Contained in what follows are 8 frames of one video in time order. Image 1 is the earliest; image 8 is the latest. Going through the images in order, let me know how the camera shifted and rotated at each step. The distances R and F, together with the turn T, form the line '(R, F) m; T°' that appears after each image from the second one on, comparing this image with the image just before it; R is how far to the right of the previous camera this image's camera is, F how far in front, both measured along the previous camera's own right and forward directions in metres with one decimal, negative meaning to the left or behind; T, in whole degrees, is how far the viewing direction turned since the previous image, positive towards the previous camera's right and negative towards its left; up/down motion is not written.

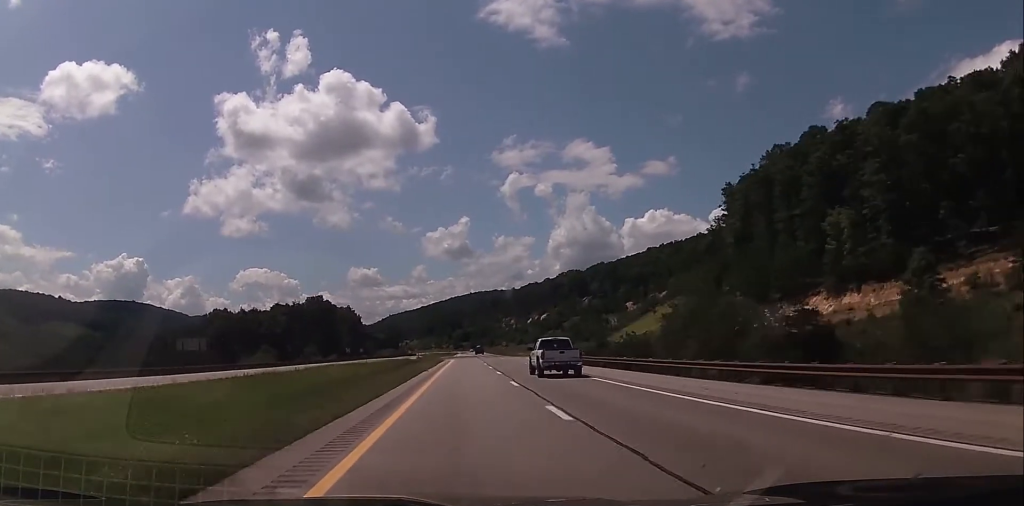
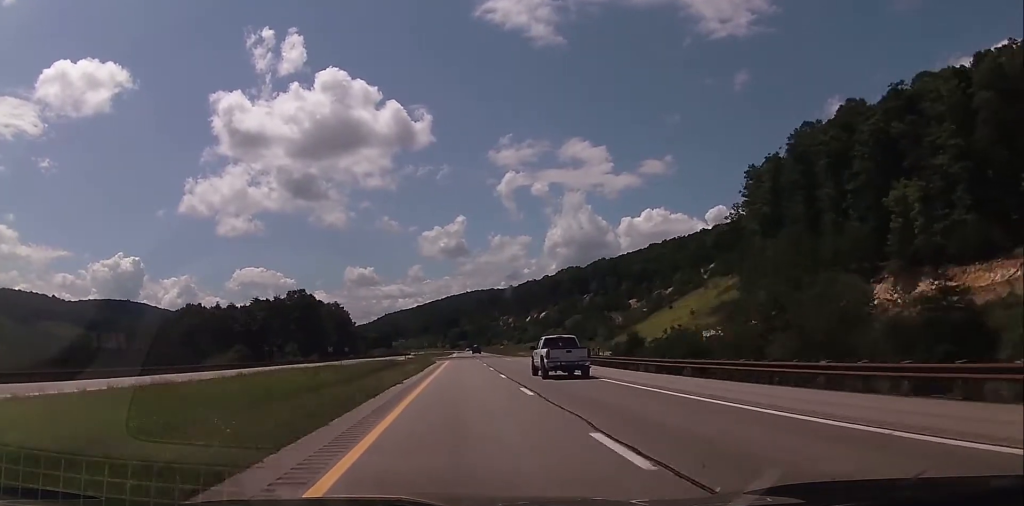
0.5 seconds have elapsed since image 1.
(-0.1, +17.9) m; 0°
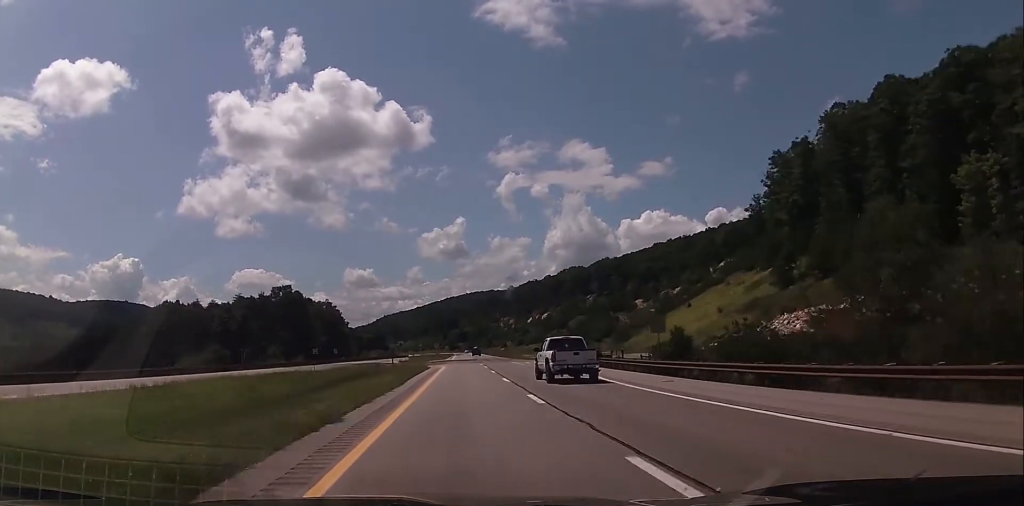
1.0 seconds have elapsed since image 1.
(0.0, +14.5) m; 0°
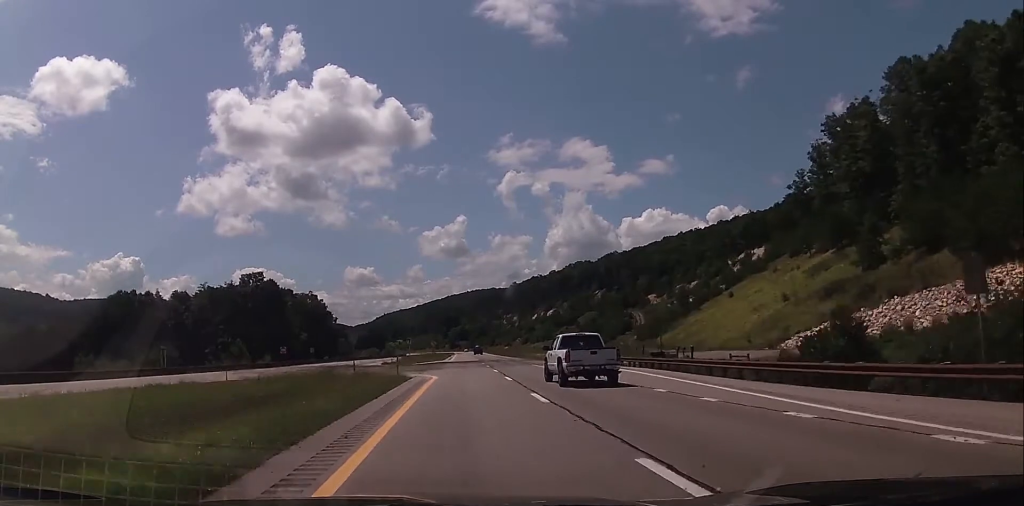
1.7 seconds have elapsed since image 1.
(+0.1, +24.5) m; 0°
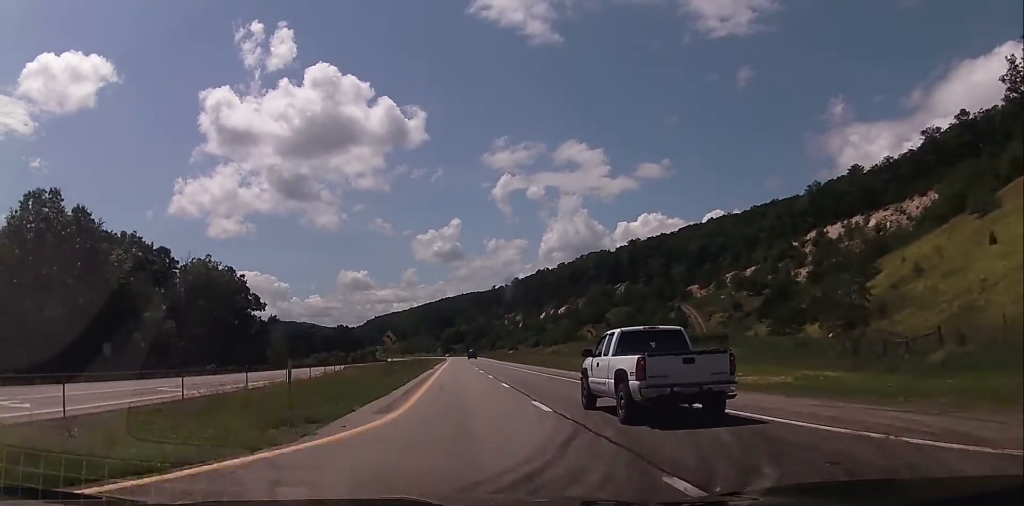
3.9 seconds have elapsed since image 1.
(+0.6, +74.6) m; +2°
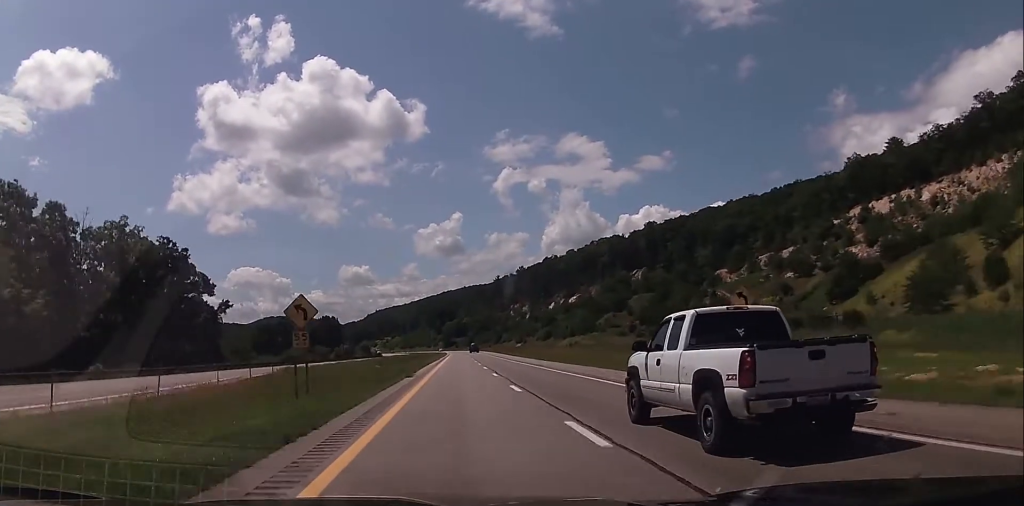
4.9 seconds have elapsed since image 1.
(0.0, +31.2) m; 0°
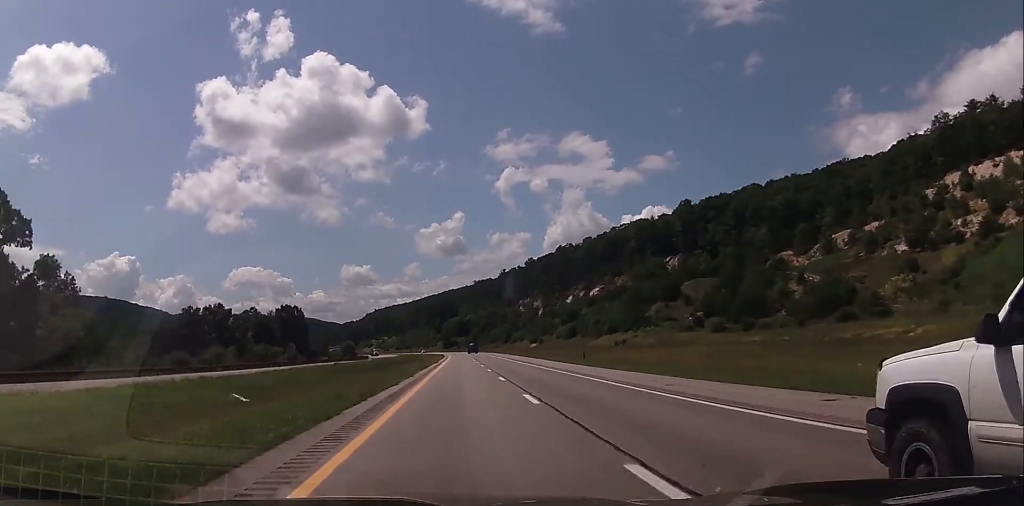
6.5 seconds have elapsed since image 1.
(-0.9, +53.5) m; -1°
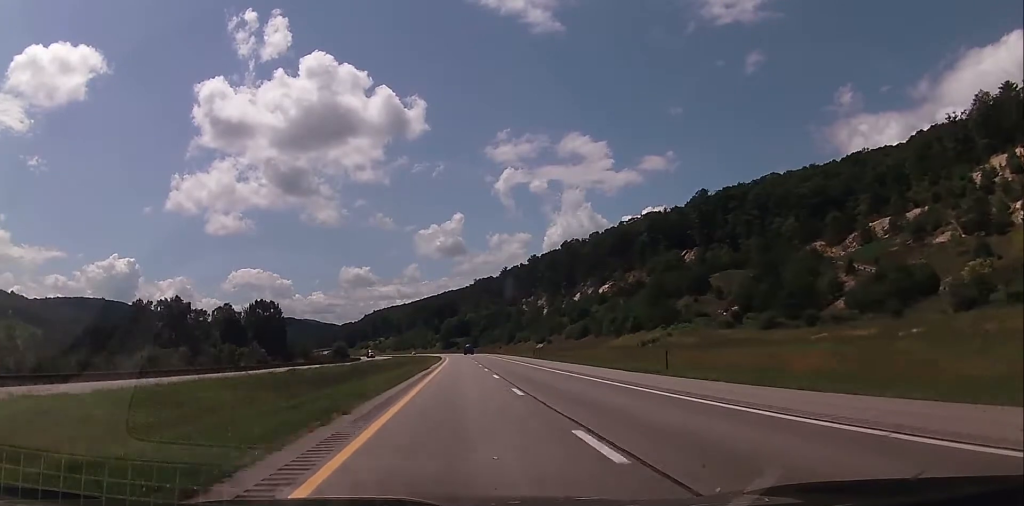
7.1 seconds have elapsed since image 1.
(-0.1, +21.2) m; 0°
